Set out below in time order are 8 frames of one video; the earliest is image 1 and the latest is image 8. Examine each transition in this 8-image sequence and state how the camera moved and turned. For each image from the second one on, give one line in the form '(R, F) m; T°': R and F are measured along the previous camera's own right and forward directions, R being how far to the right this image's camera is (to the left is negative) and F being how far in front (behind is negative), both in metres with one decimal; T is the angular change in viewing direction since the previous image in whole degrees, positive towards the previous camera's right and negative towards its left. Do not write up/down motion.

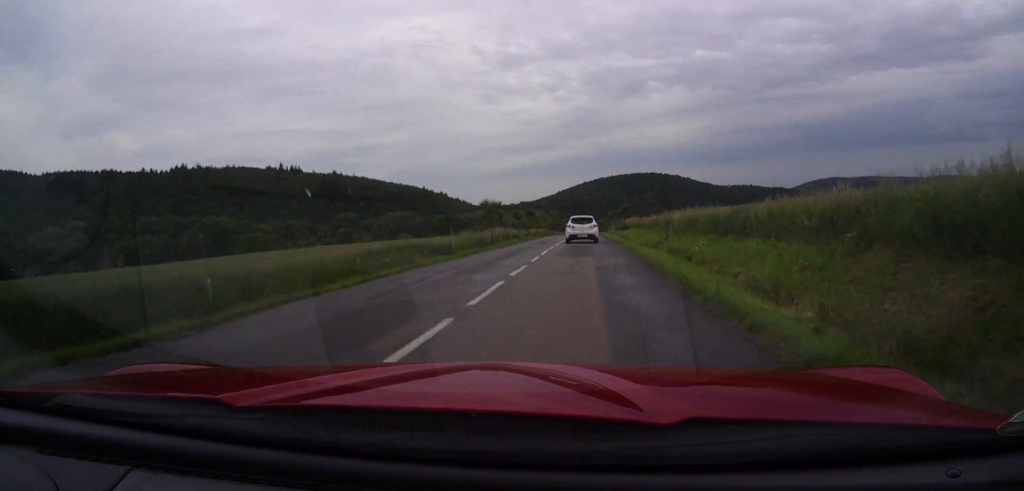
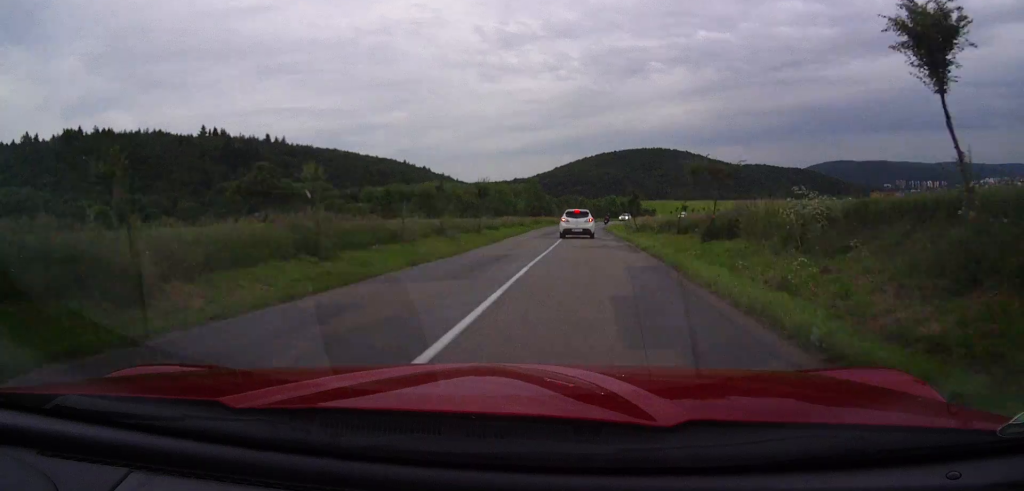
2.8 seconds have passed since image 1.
(+0.2, +113.5) m; 0°
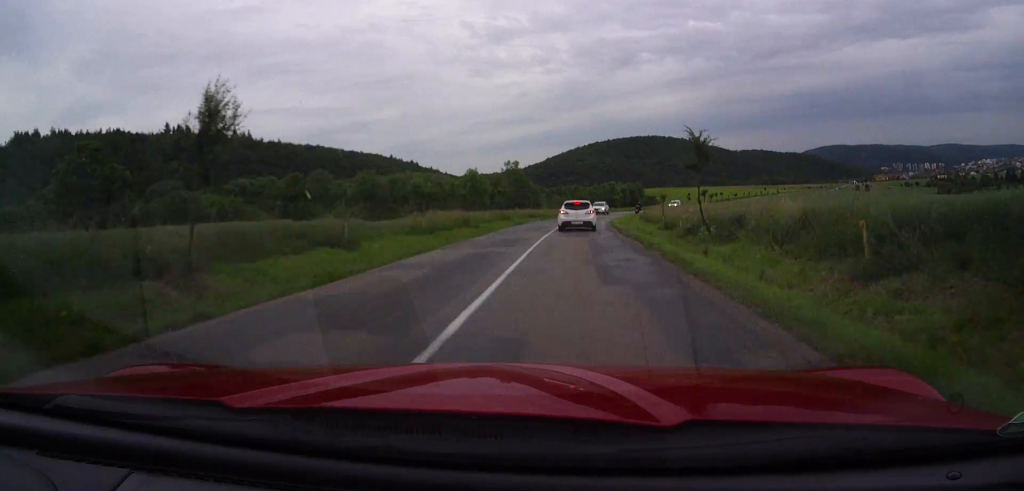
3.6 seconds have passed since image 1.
(0.0, +28.9) m; +1°
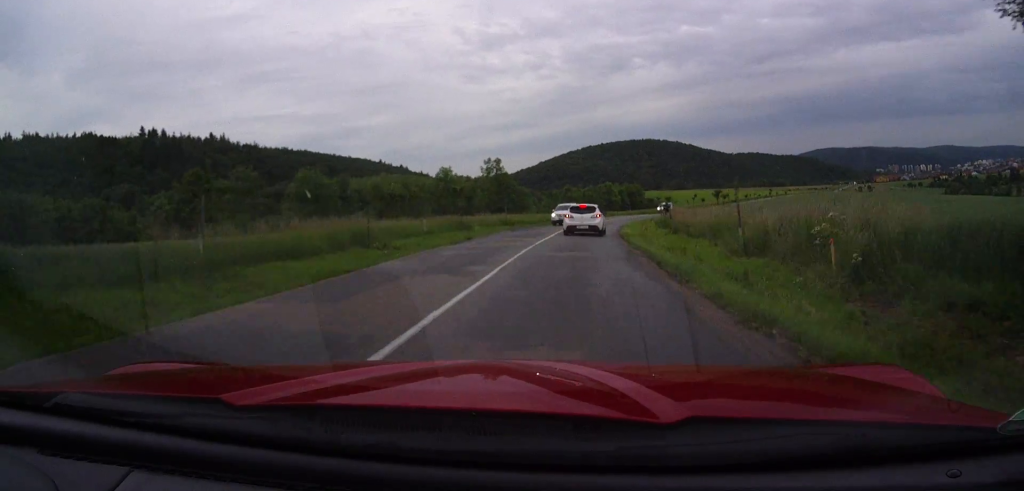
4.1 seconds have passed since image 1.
(+0.2, +15.4) m; +1°
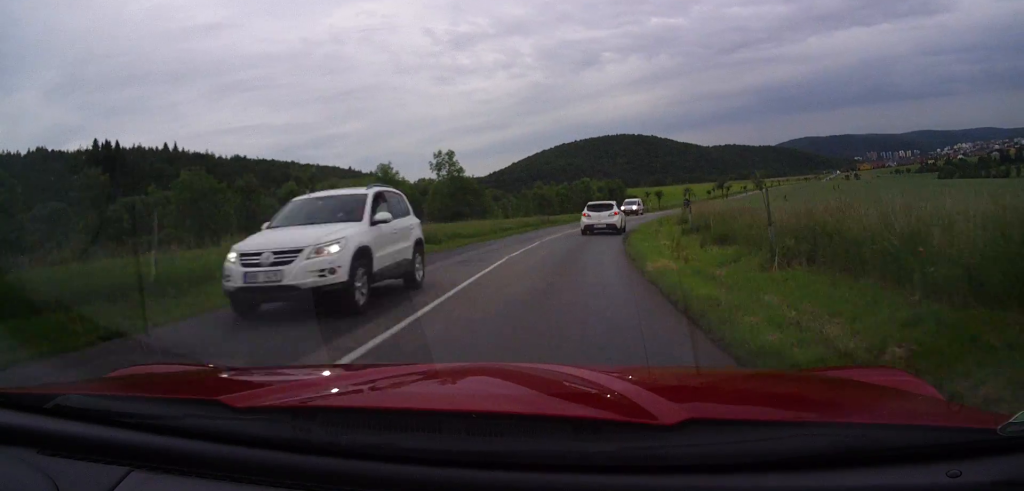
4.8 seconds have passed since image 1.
(0.0, +17.4) m; +2°
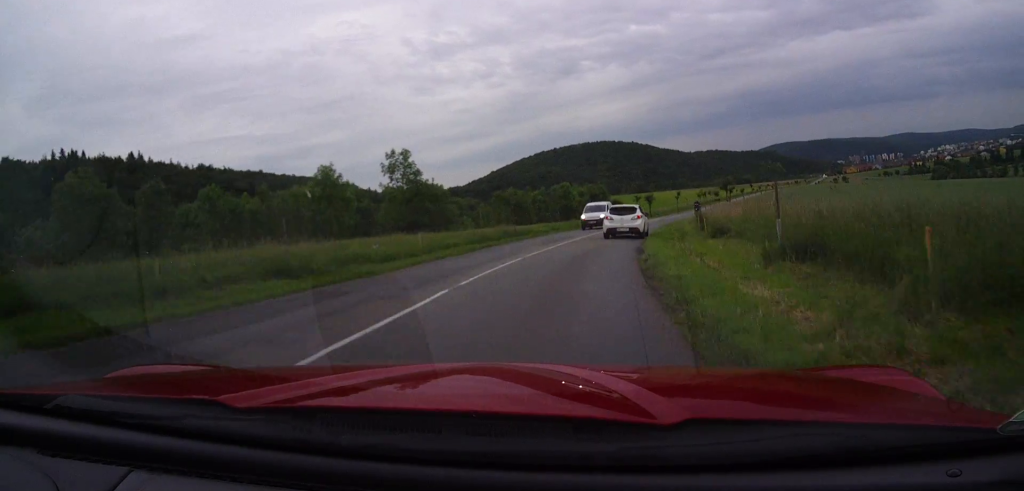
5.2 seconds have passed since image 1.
(+0.3, +11.6) m; +2°
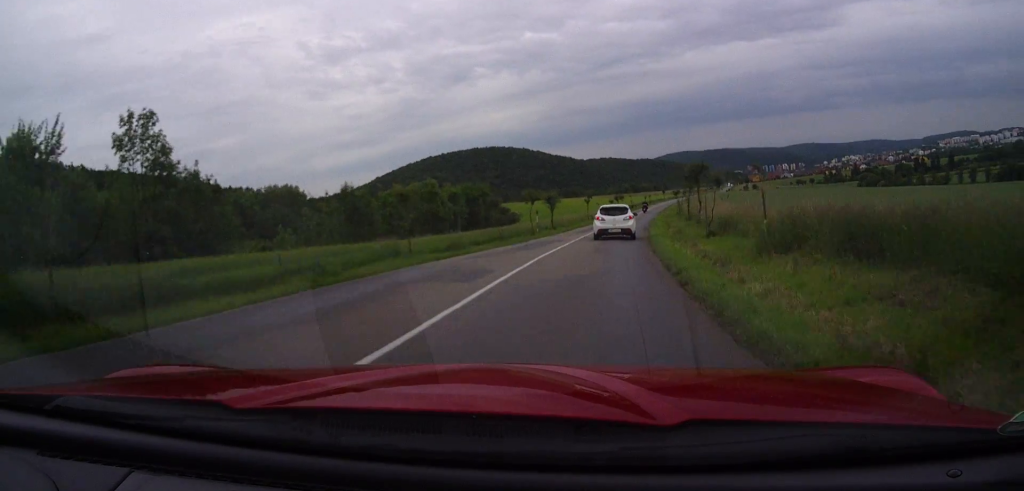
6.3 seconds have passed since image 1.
(+1.5, +29.4) m; +6°
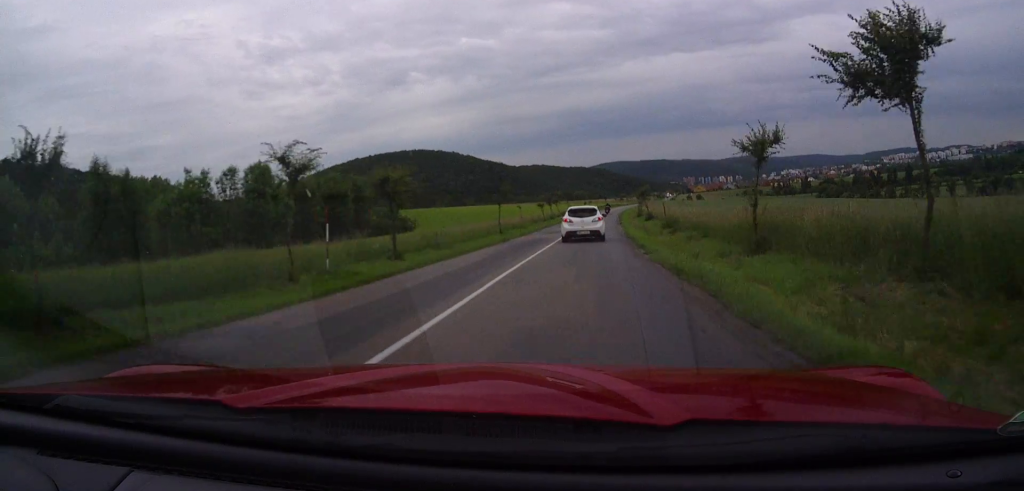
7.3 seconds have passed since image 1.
(+1.7, +30.1) m; +6°
